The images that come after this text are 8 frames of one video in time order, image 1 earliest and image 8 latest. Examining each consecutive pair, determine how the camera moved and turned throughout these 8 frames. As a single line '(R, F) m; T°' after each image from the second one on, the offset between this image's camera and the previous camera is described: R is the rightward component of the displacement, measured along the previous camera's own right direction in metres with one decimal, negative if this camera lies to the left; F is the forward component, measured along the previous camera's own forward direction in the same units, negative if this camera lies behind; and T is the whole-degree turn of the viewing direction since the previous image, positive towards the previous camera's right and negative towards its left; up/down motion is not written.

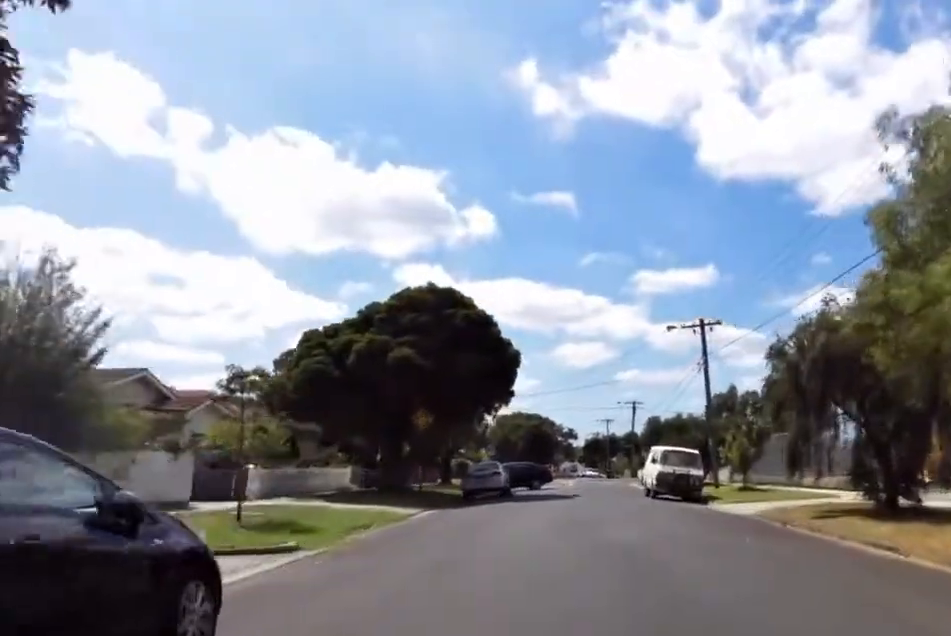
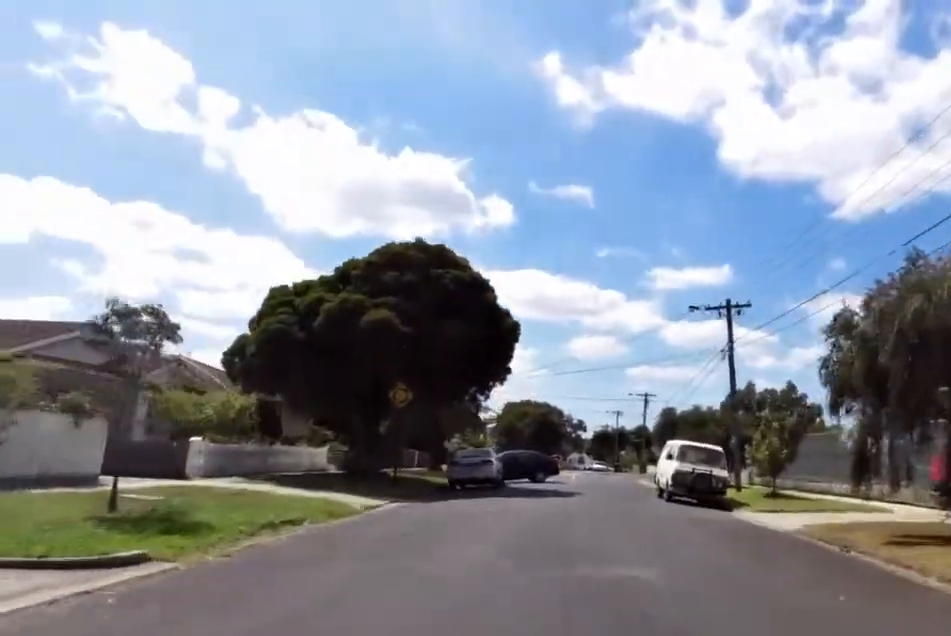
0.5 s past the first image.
(-0.4, +4.2) m; 0°
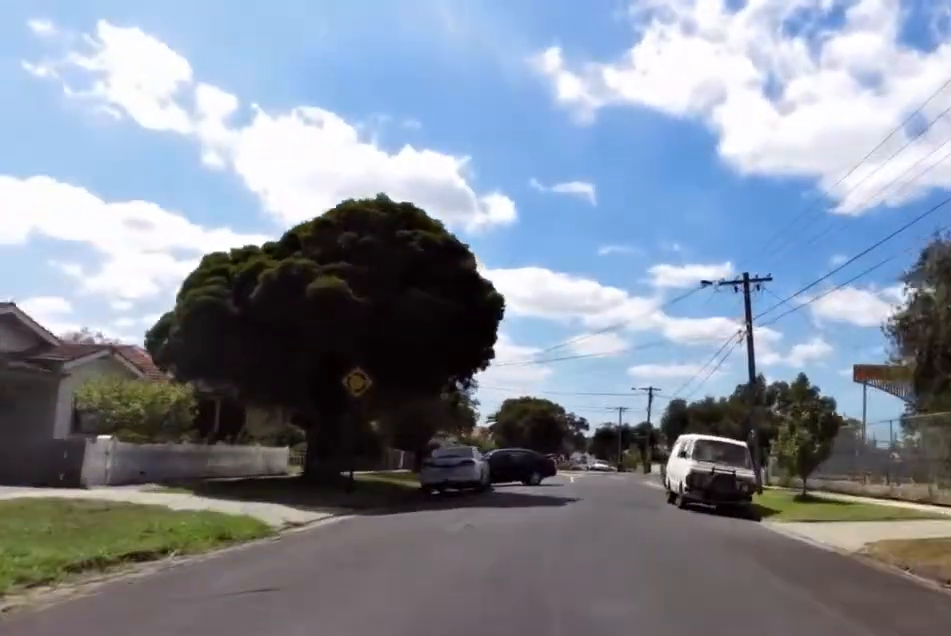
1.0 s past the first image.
(+0.5, +4.0) m; +1°
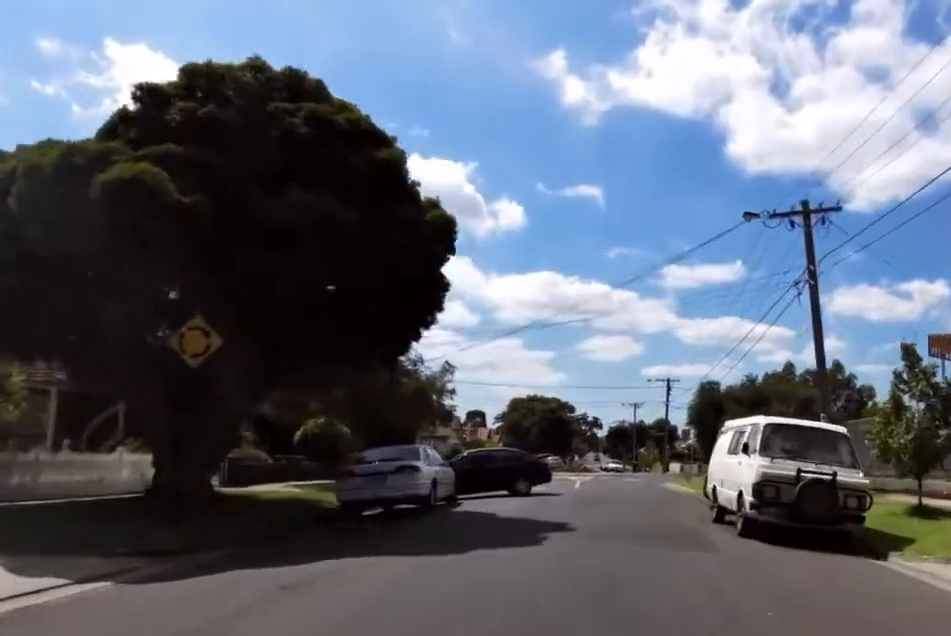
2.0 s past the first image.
(0.0, +7.8) m; +1°
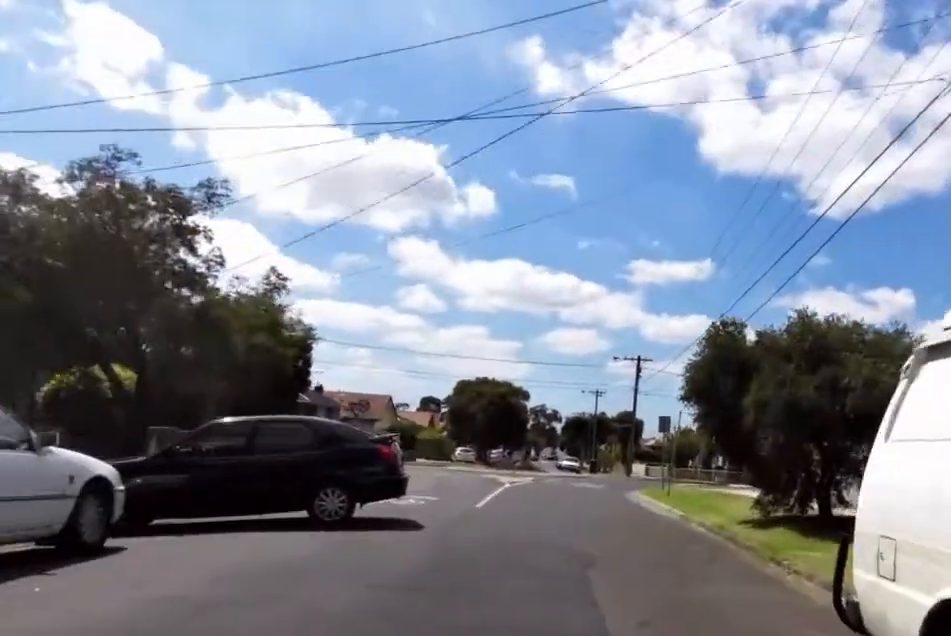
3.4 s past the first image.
(+0.4, +11.7) m; +8°
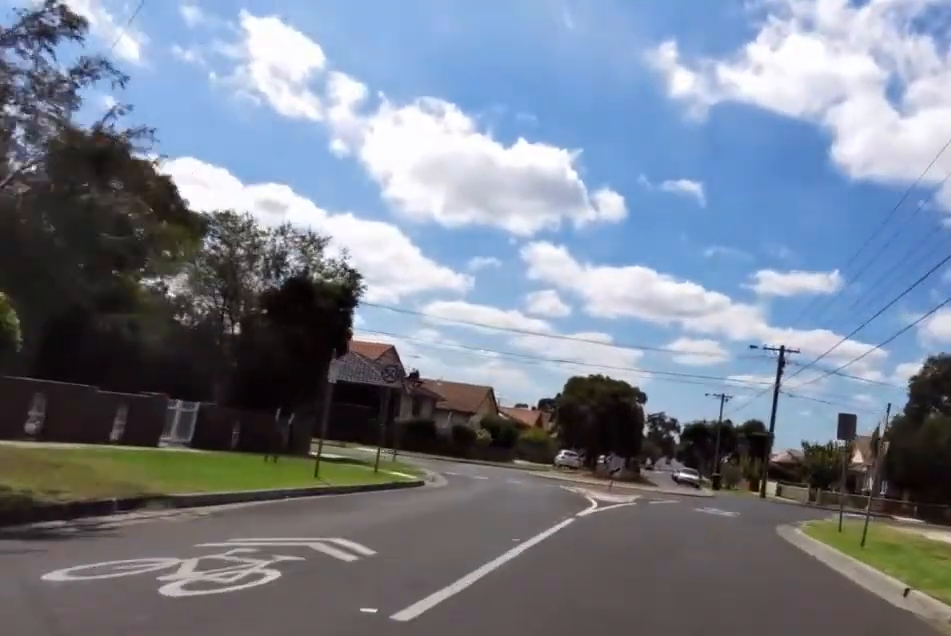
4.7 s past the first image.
(-0.3, +10.0) m; -12°
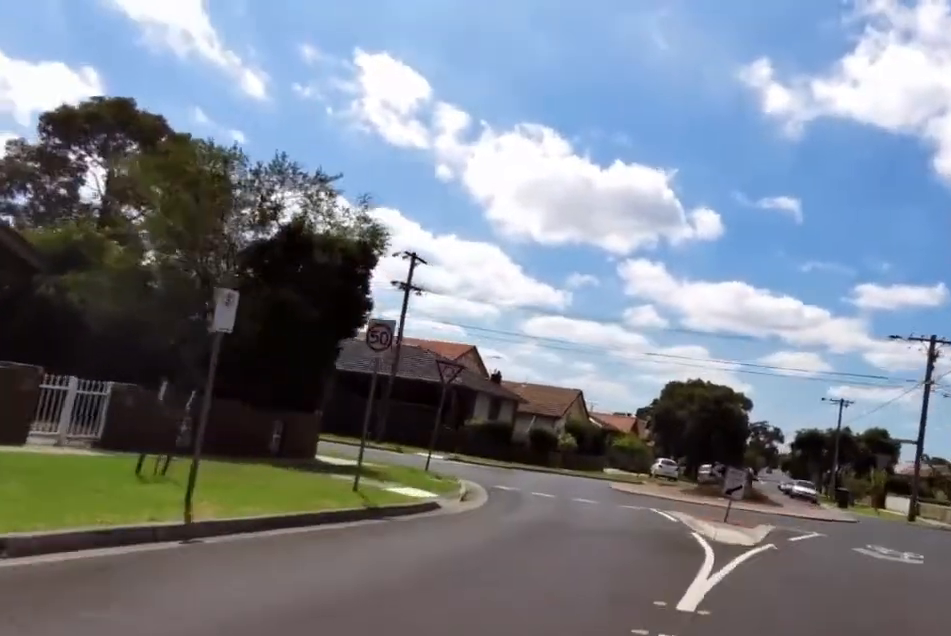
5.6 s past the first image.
(-1.1, +7.3) m; -14°
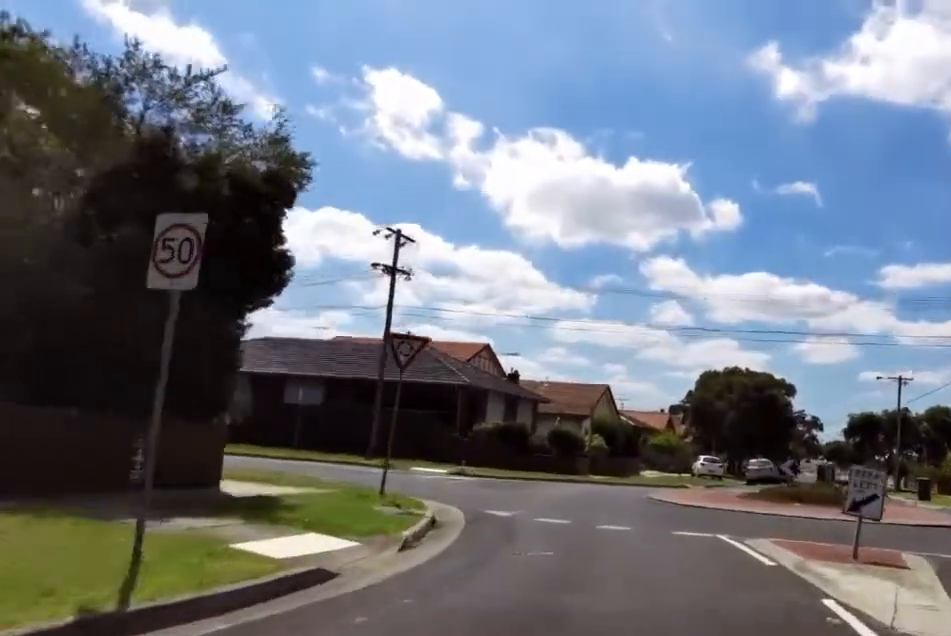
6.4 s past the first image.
(-1.0, +5.9) m; 0°
